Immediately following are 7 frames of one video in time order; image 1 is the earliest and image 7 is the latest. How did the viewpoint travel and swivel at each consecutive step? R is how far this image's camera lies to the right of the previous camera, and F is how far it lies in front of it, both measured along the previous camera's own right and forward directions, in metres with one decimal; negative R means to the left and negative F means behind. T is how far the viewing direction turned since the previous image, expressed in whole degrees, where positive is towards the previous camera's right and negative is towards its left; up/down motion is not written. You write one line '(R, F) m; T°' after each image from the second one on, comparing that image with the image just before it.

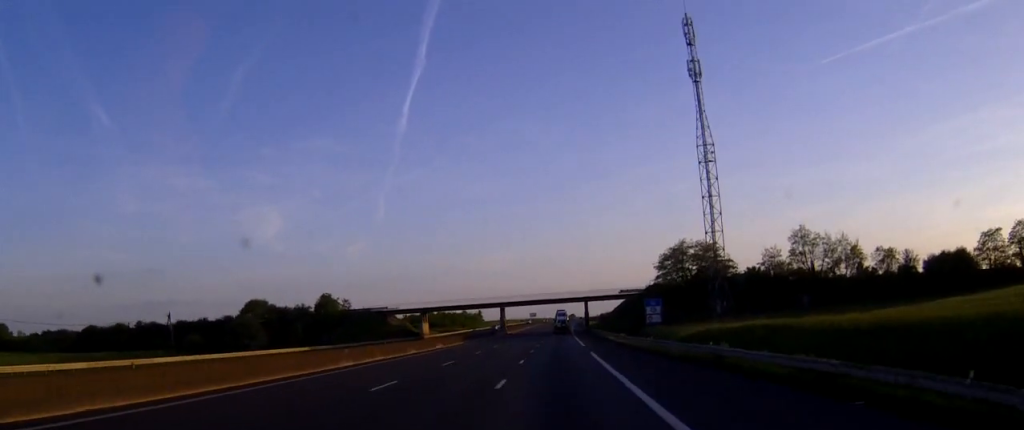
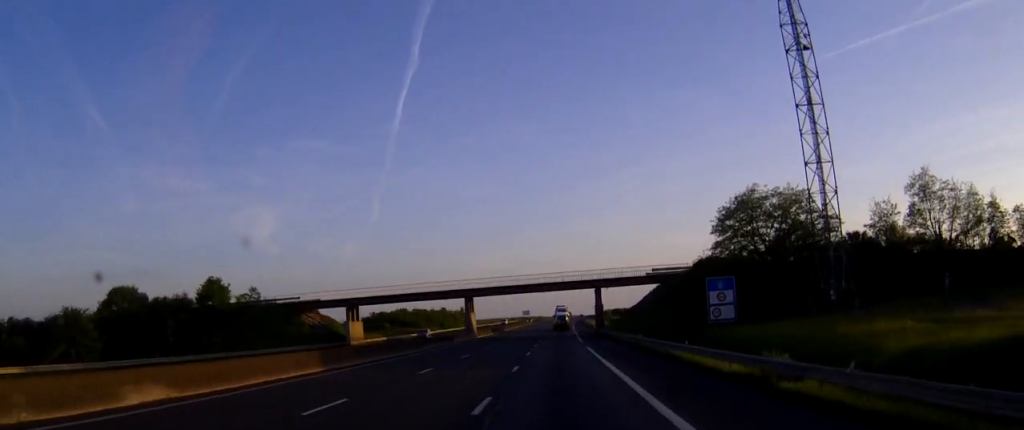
(0.0, +45.1) m; 0°
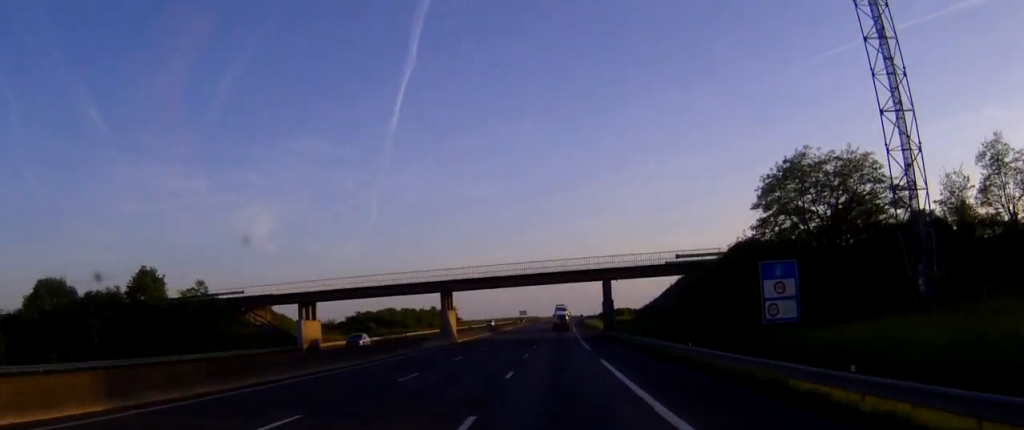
(0.0, +16.3) m; 0°
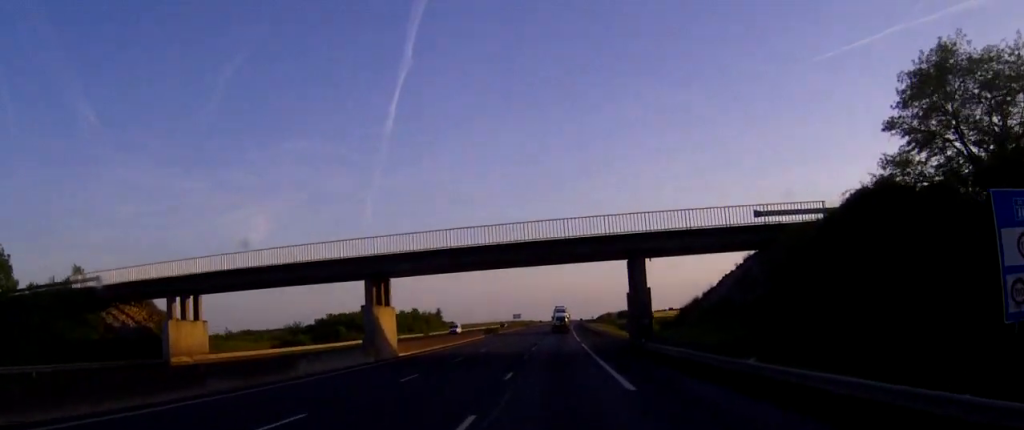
(+0.1, +26.0) m; 0°
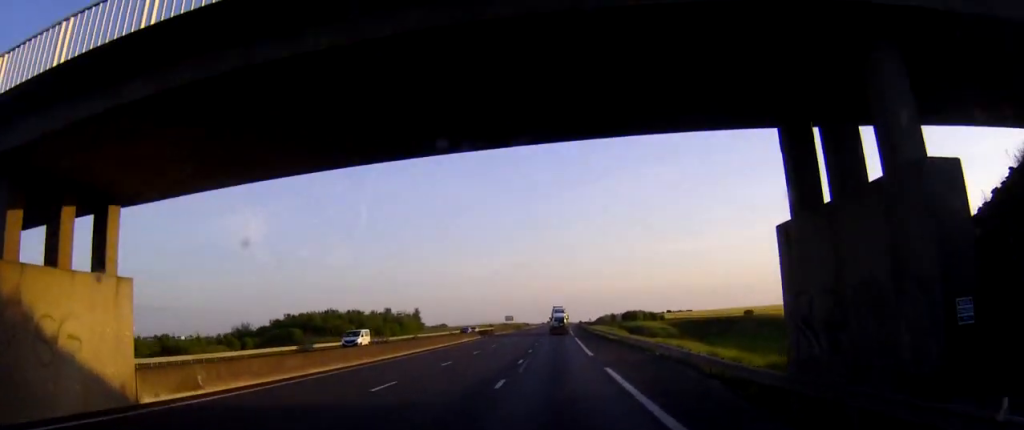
(0.0, +29.9) m; 0°
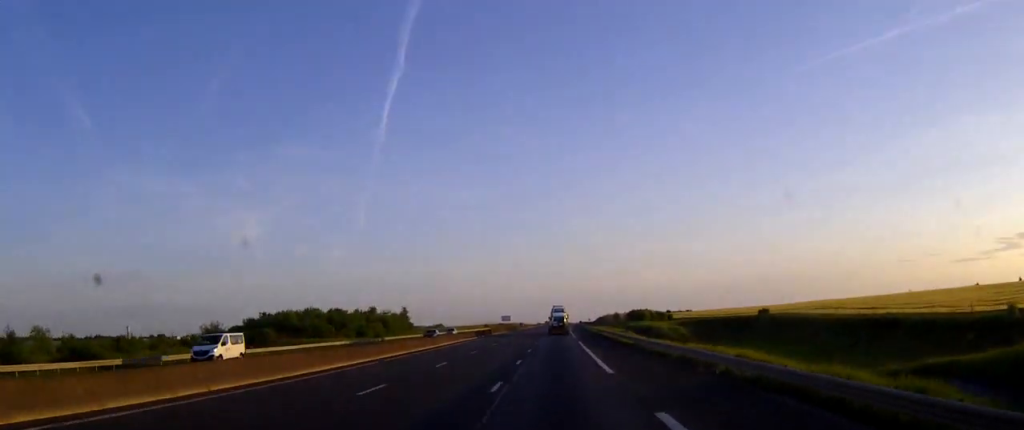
(-0.2, +14.4) m; 0°
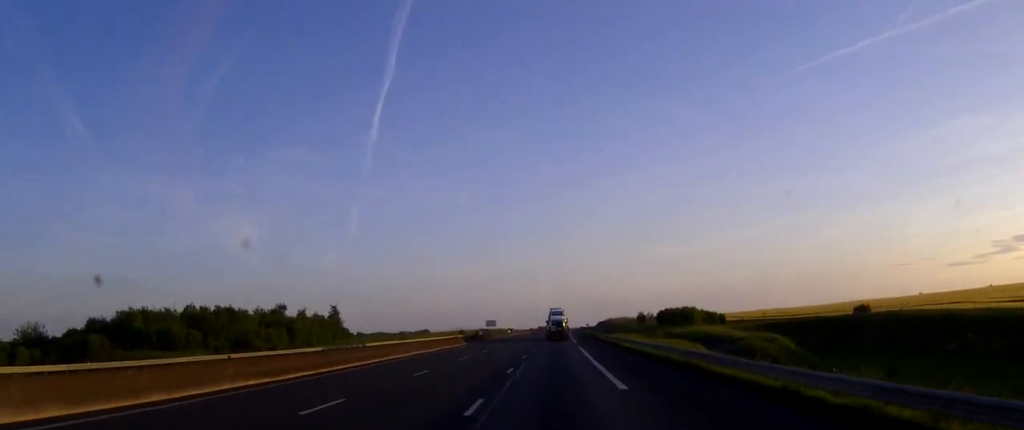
(+0.9, +56.8) m; +1°
